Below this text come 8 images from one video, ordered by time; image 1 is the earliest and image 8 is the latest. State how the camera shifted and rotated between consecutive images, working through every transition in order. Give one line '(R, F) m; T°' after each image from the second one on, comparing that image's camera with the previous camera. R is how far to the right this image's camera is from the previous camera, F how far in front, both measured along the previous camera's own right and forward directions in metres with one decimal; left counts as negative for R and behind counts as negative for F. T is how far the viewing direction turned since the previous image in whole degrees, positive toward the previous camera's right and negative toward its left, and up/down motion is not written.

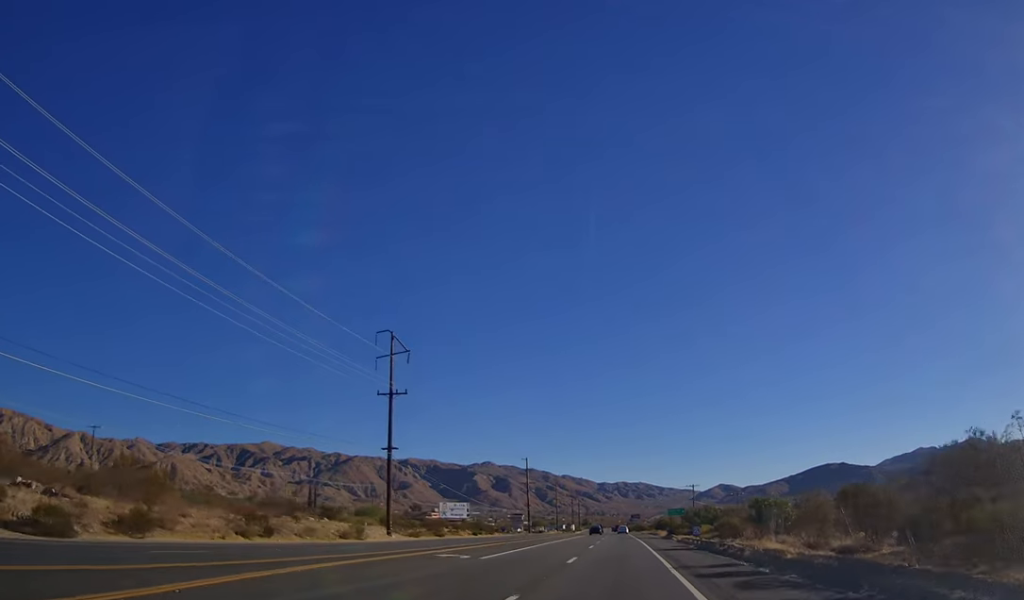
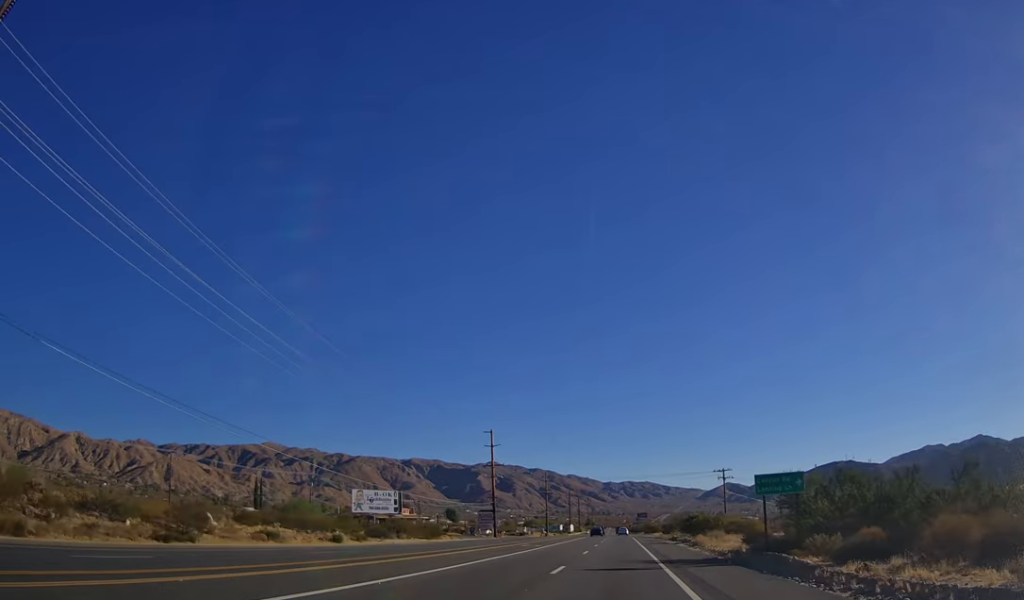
(+0.1, +48.9) m; 0°
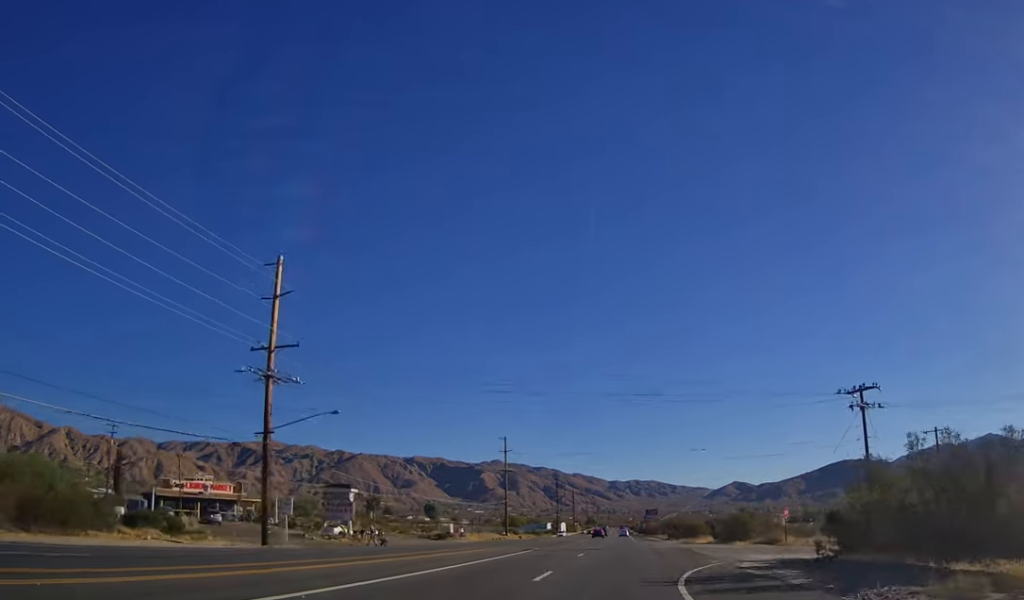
(-0.2, +77.5) m; -1°
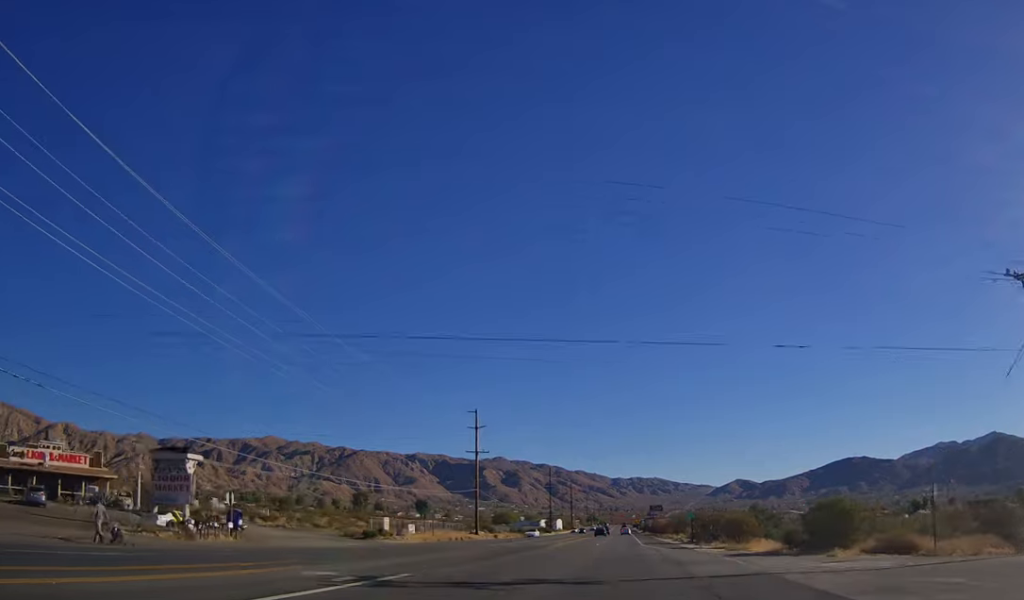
(-0.2, +27.4) m; -1°
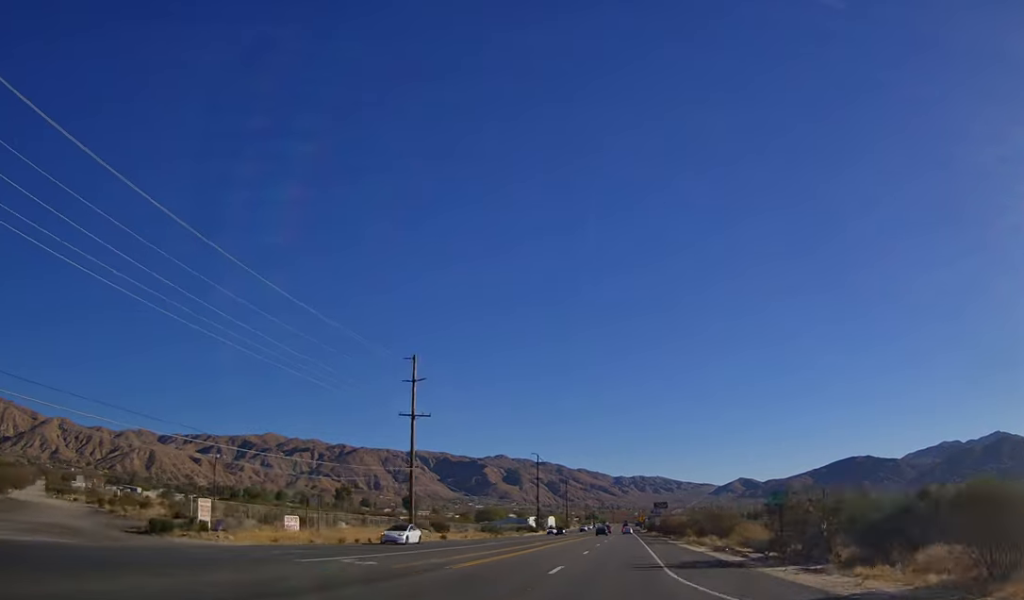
(-0.2, +31.9) m; 0°
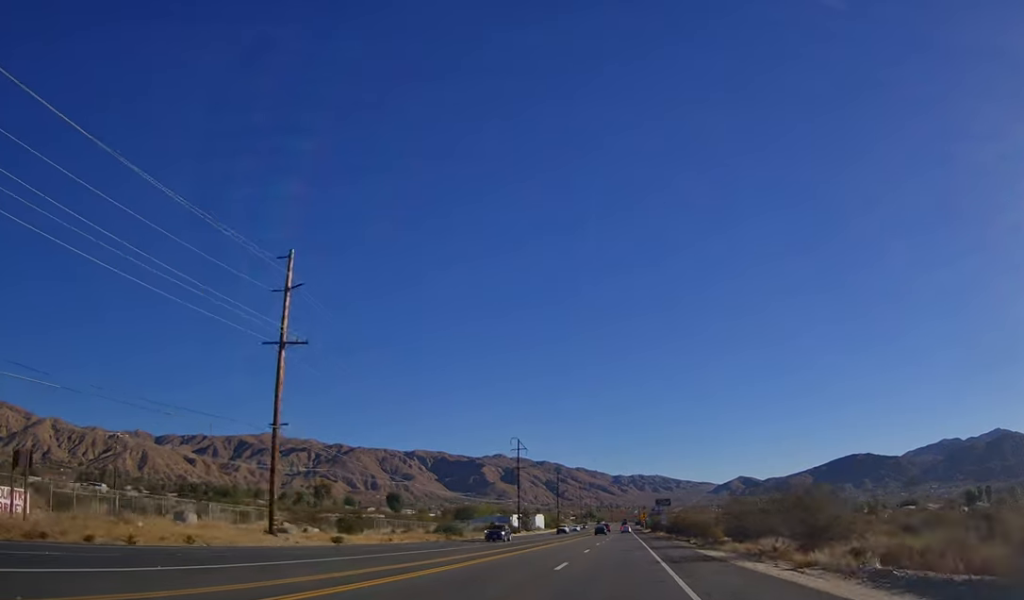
(-0.3, +28.5) m; 0°
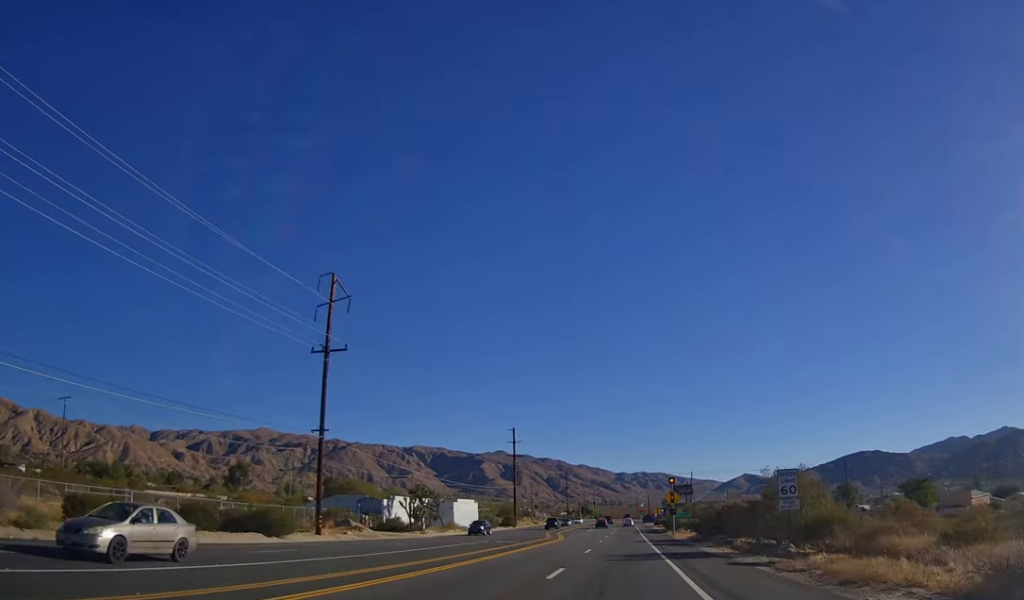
(+1.2, +92.0) m; 0°
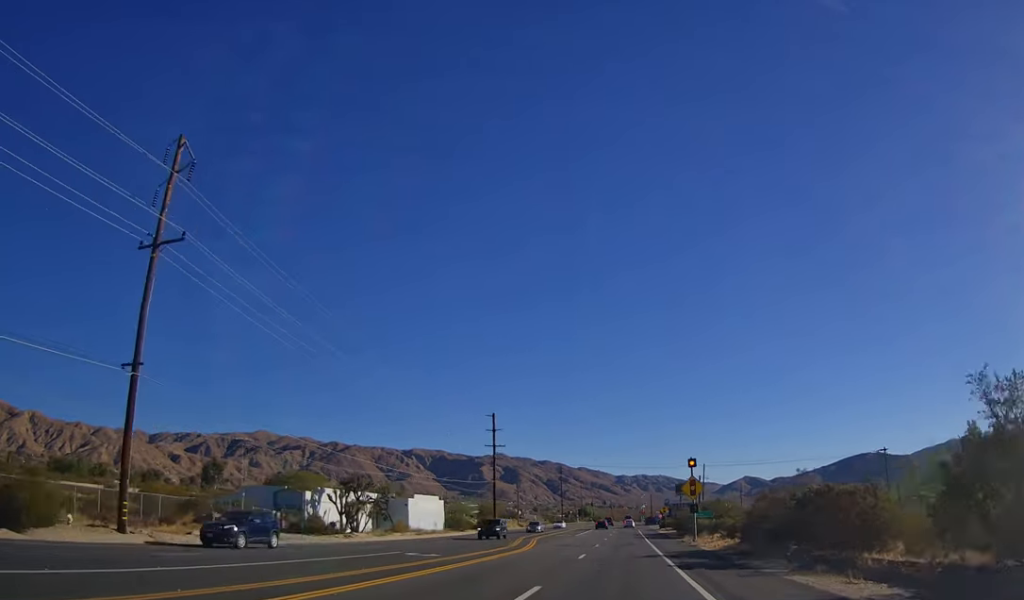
(-0.2, +21.0) m; 0°
